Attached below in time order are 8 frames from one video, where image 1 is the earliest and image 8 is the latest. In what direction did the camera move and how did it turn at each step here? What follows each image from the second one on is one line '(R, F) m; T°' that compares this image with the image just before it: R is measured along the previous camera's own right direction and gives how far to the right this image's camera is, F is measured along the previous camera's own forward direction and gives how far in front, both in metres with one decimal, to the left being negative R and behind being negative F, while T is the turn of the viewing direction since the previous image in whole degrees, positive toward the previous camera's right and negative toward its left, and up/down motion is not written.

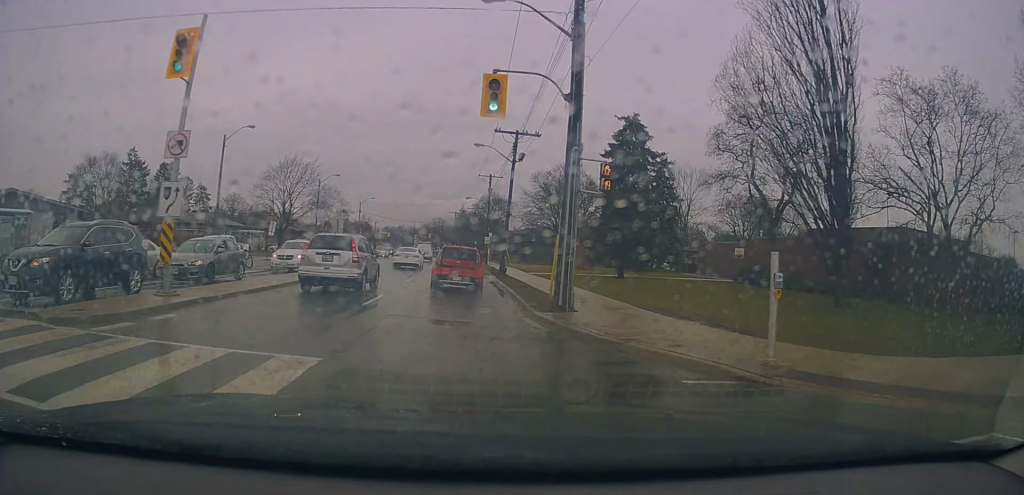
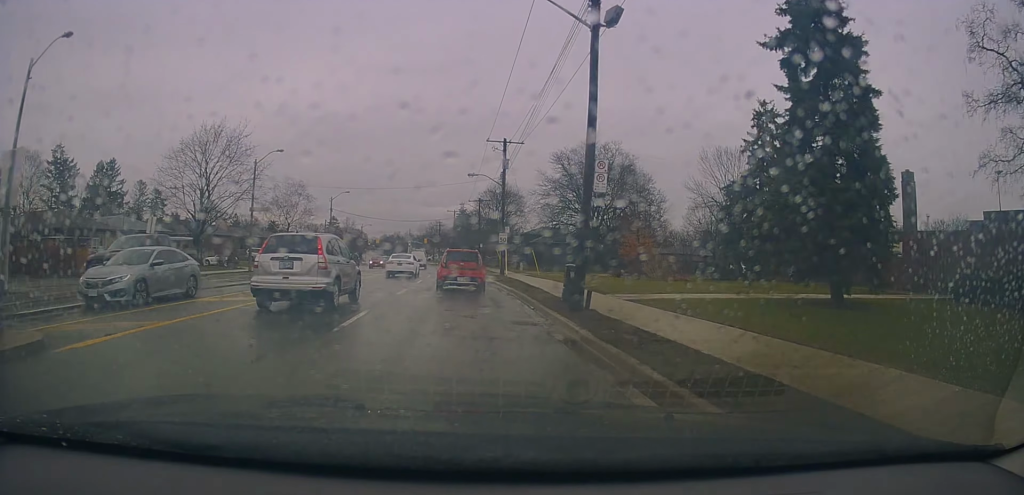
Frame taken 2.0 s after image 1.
(0.0, +20.6) m; -2°
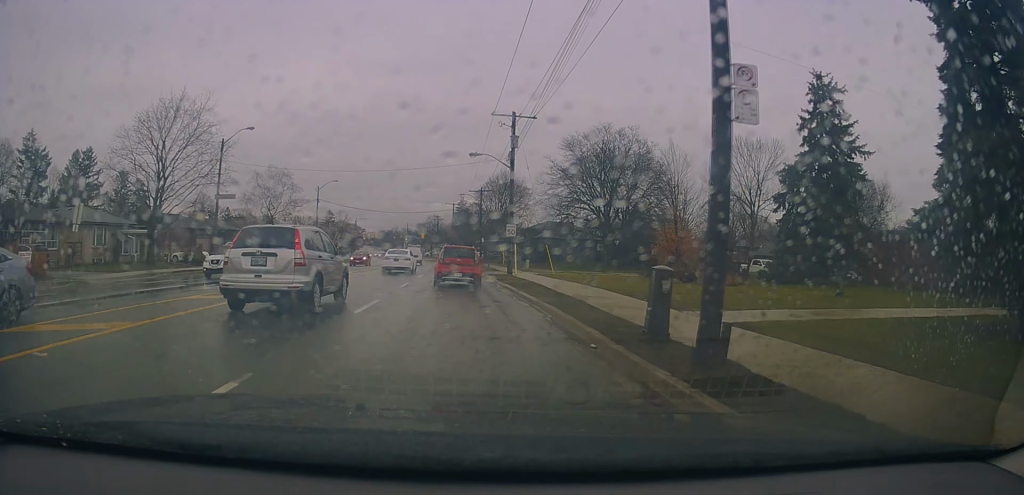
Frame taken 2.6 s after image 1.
(-0.1, +6.7) m; -1°
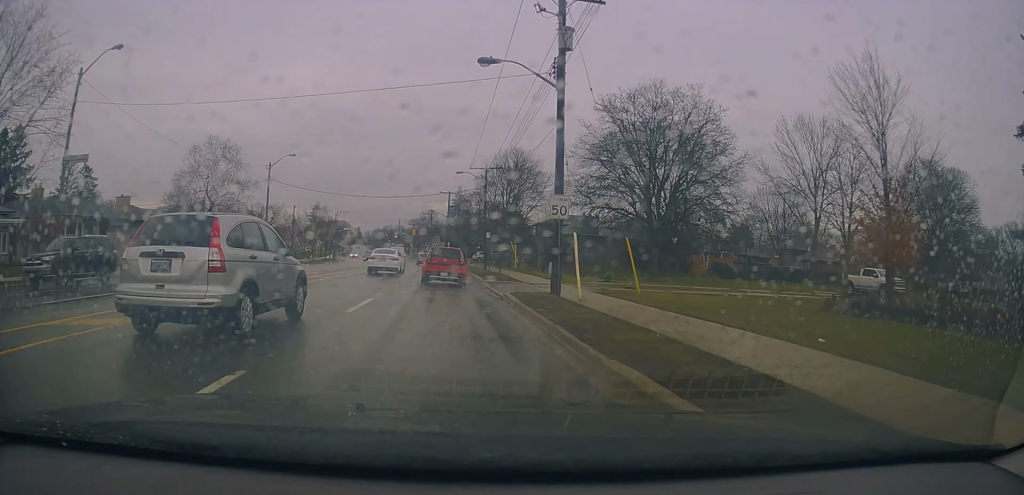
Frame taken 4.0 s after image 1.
(-0.3, +17.0) m; +1°
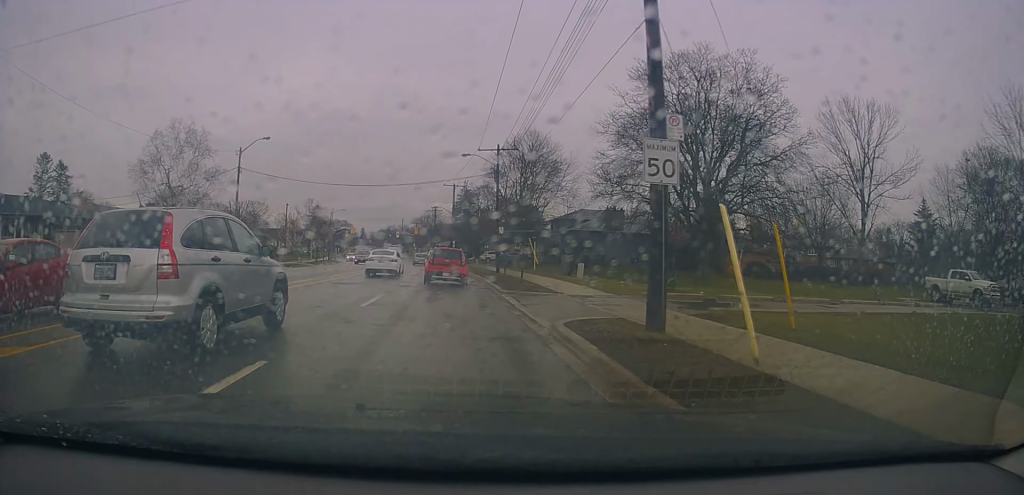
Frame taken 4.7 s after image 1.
(+0.3, +8.5) m; +1°
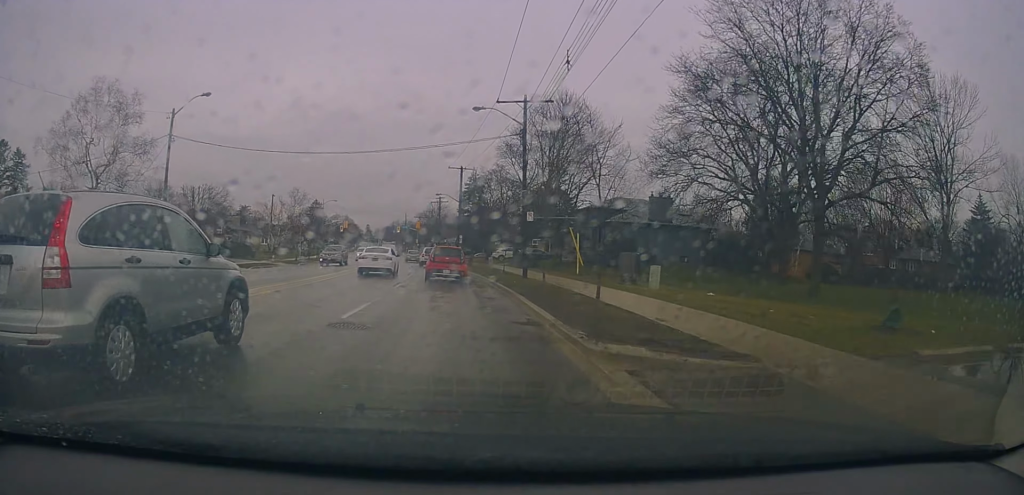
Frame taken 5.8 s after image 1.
(+0.1, +12.7) m; -1°
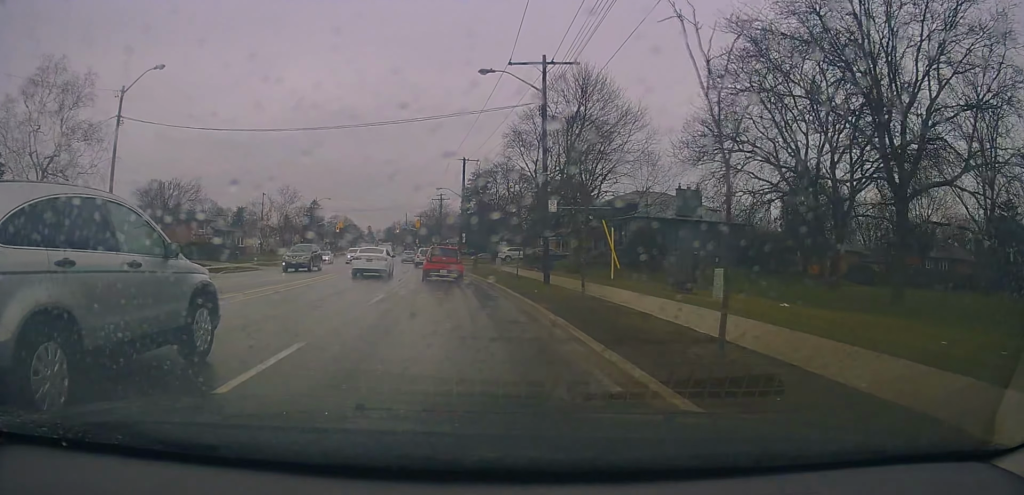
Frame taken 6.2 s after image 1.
(0.0, +5.7) m; -1°
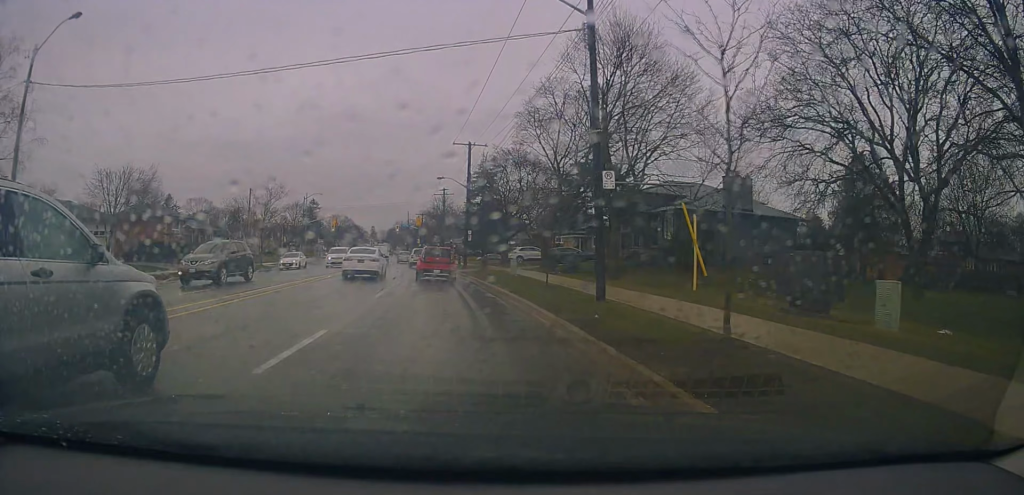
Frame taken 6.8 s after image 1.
(-0.2, +8.0) m; -1°
